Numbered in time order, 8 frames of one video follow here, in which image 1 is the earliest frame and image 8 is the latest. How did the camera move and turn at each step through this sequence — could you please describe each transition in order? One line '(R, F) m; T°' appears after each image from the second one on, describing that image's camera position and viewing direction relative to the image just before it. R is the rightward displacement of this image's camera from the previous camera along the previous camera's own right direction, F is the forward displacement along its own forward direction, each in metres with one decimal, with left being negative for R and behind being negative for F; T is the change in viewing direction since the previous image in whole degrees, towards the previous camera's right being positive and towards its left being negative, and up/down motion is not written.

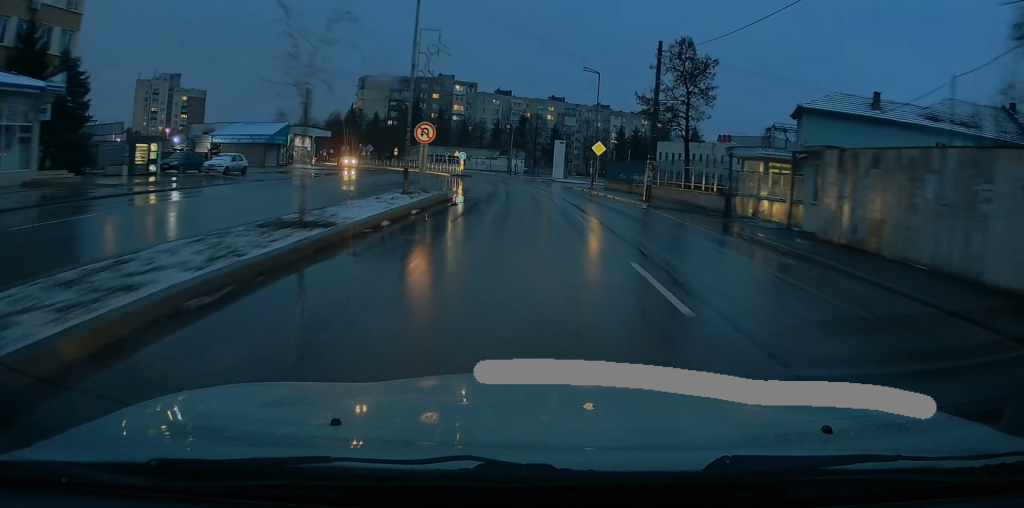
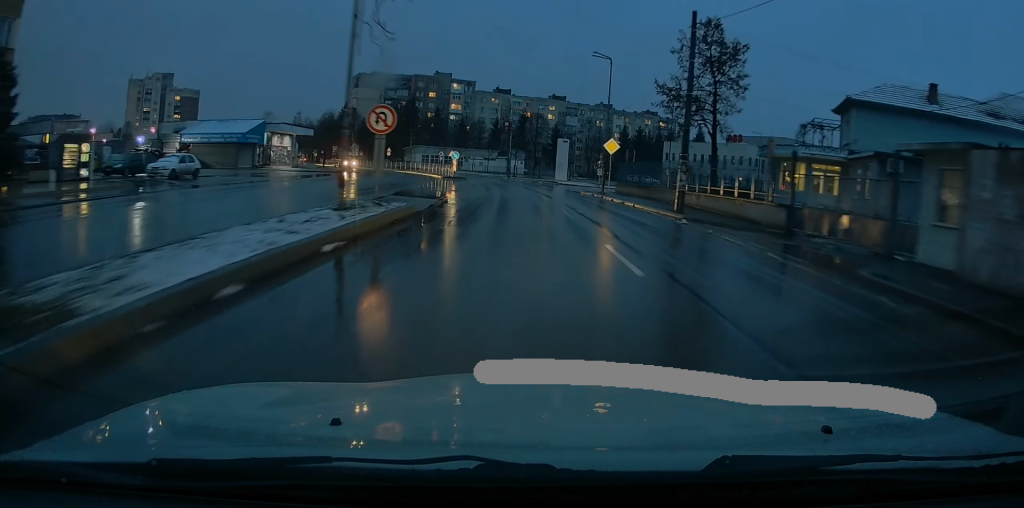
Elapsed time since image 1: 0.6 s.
(0.0, +6.6) m; 0°
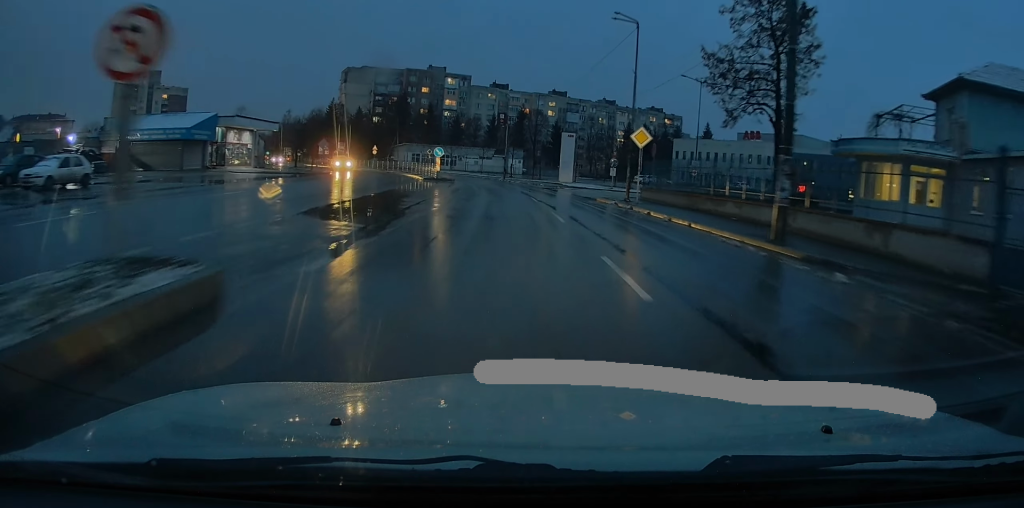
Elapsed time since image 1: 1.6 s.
(0.0, +10.2) m; 0°
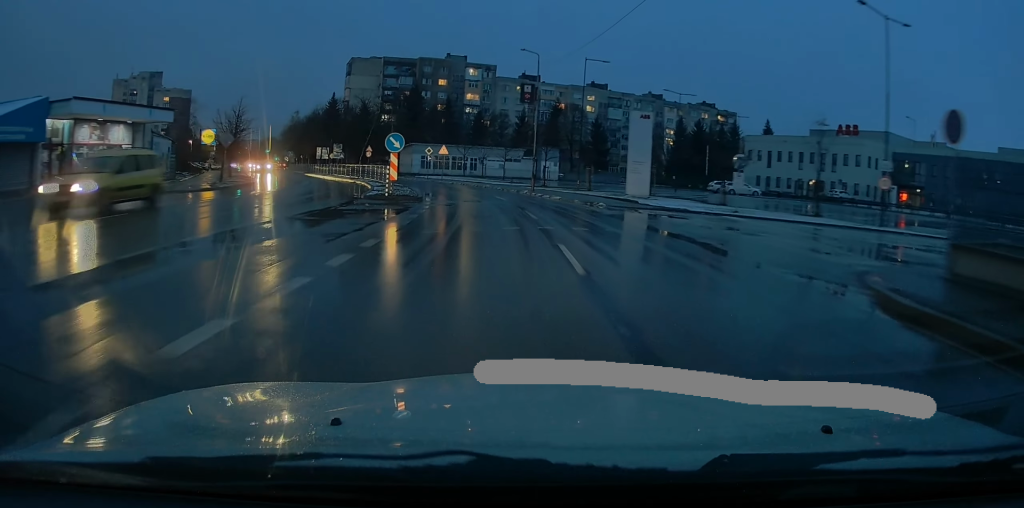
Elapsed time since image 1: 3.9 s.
(-0.6, +24.7) m; -5°
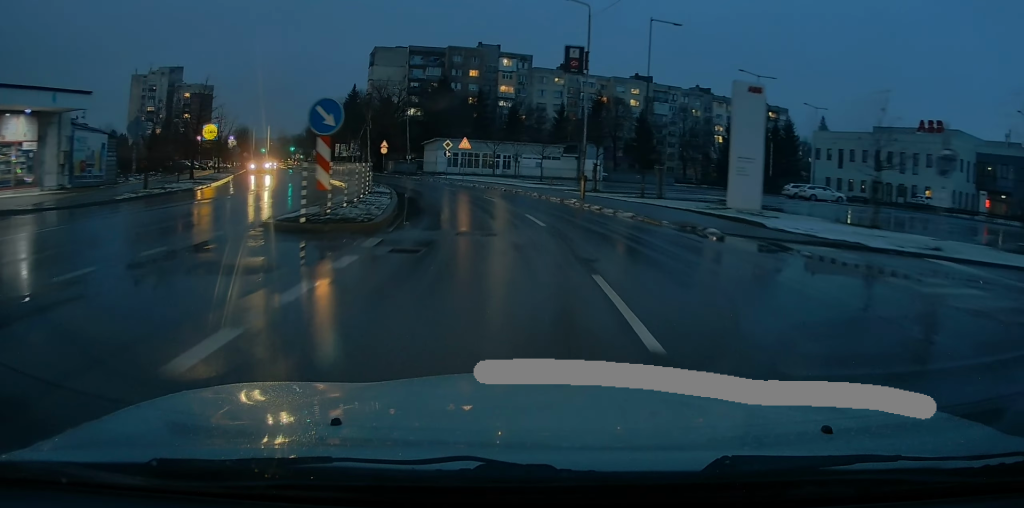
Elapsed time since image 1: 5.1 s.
(-0.5, +12.0) m; -5°
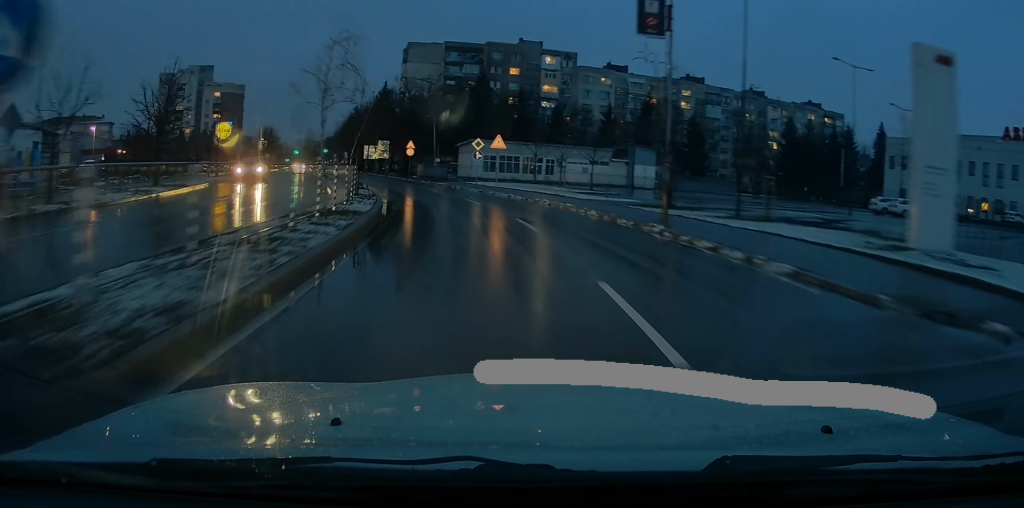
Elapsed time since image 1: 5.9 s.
(-0.3, +9.1) m; -4°
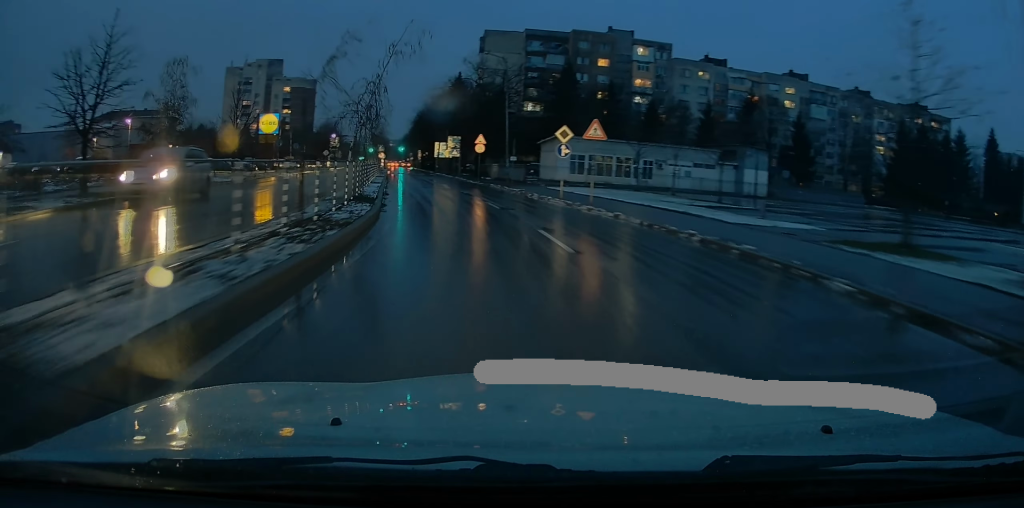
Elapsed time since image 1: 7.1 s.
(-0.5, +12.3) m; -5°
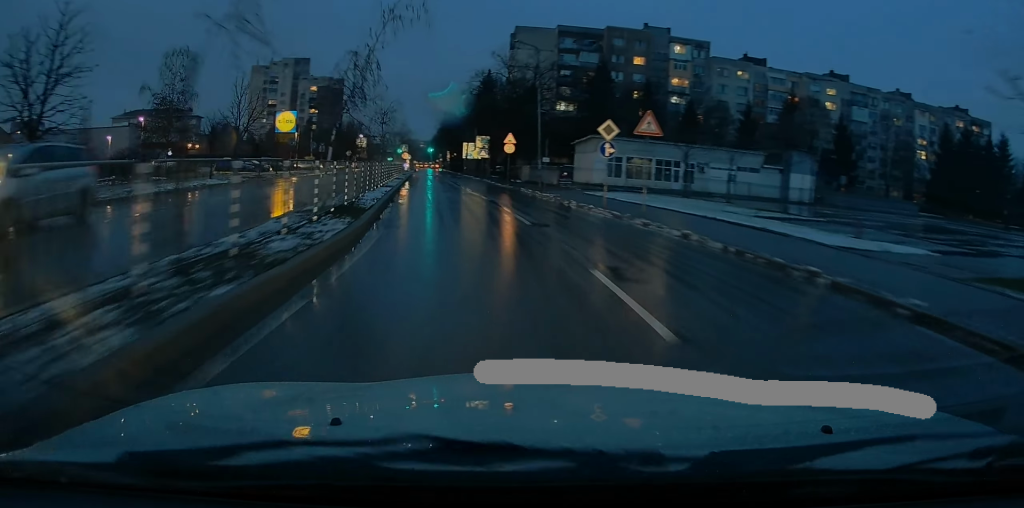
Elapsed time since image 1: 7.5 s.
(0.0, +4.6) m; -2°
